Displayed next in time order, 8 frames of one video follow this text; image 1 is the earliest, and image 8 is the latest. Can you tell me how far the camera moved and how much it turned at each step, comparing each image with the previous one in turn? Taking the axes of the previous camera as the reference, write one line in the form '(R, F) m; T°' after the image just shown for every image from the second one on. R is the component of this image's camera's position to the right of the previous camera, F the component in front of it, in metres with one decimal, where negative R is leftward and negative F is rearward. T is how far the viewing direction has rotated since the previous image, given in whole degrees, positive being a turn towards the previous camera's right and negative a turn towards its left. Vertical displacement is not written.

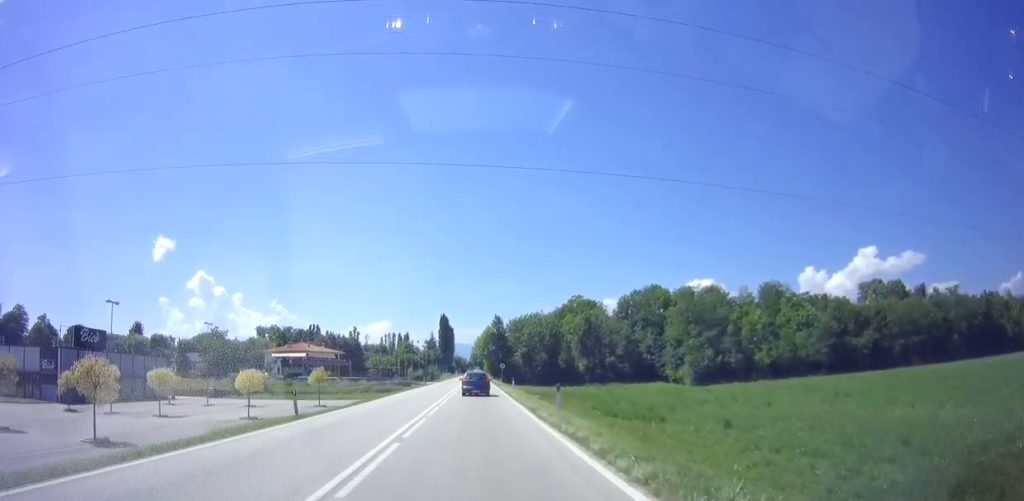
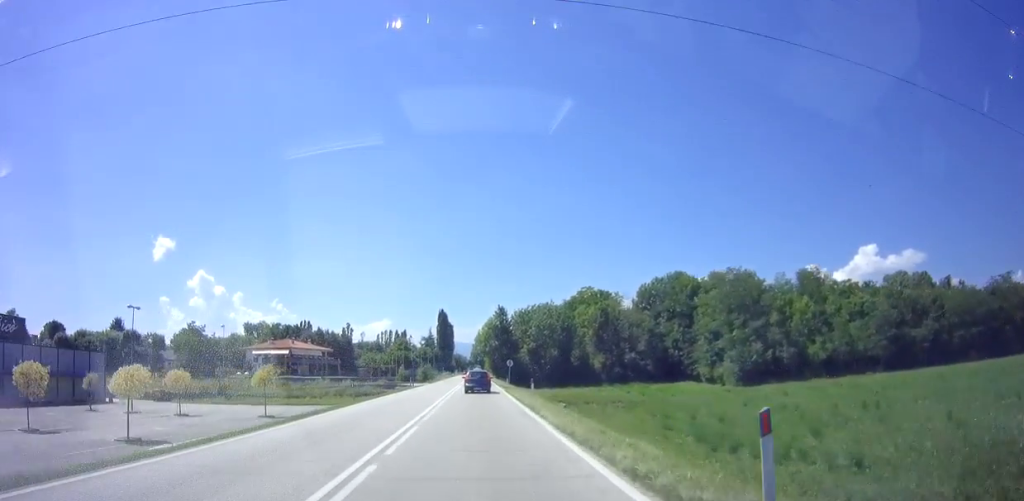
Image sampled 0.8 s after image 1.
(0.0, +13.5) m; +1°
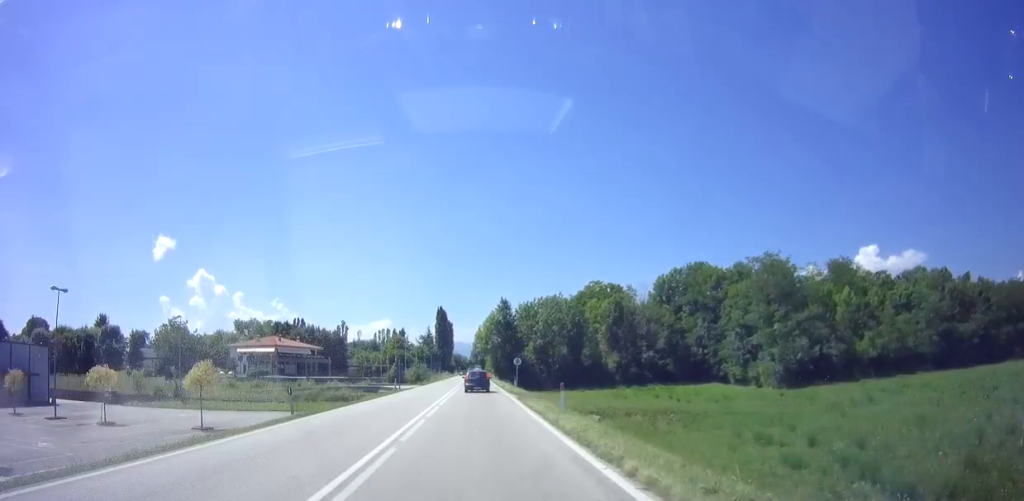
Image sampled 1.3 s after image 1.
(+0.2, +9.4) m; 0°
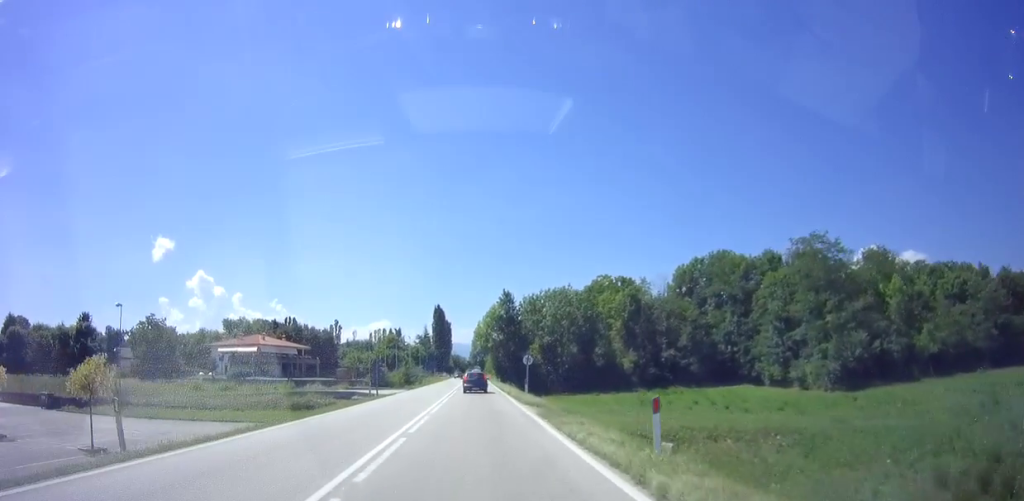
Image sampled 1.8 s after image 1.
(0.0, +9.3) m; 0°
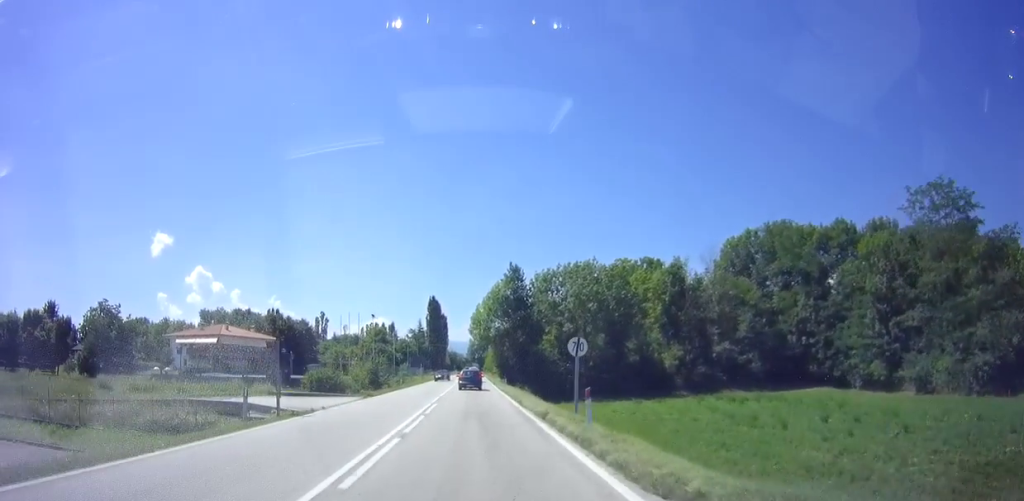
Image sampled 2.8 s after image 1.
(-0.3, +17.4) m; -1°
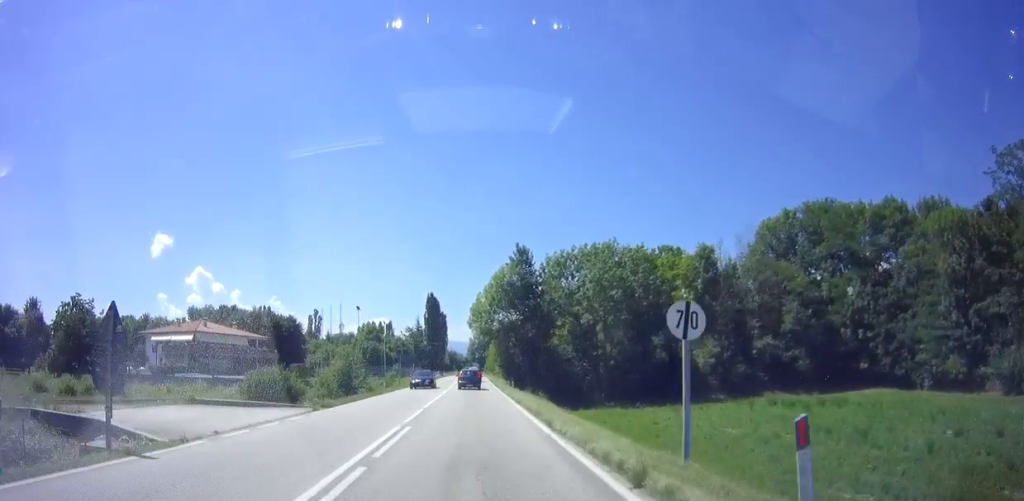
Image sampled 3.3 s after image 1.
(0.0, +8.6) m; 0°
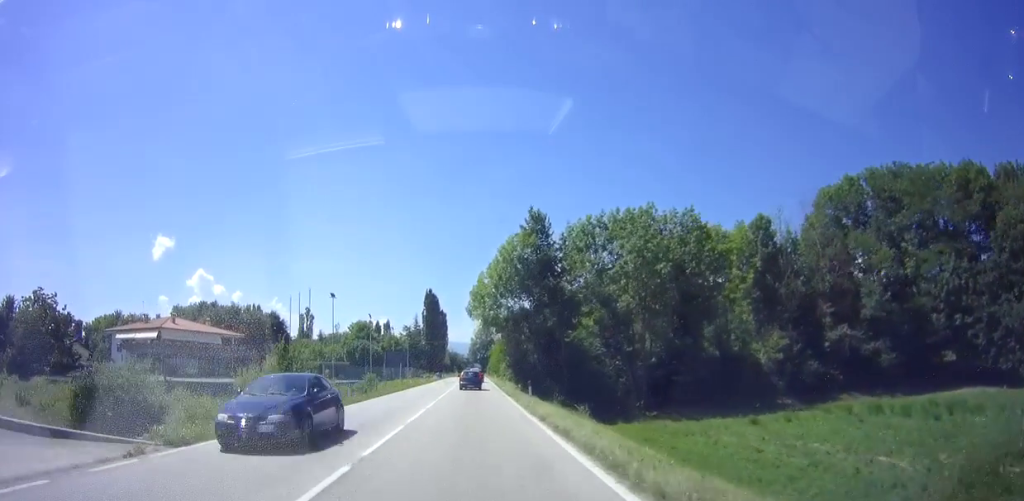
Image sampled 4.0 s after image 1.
(0.0, +10.9) m; 0°
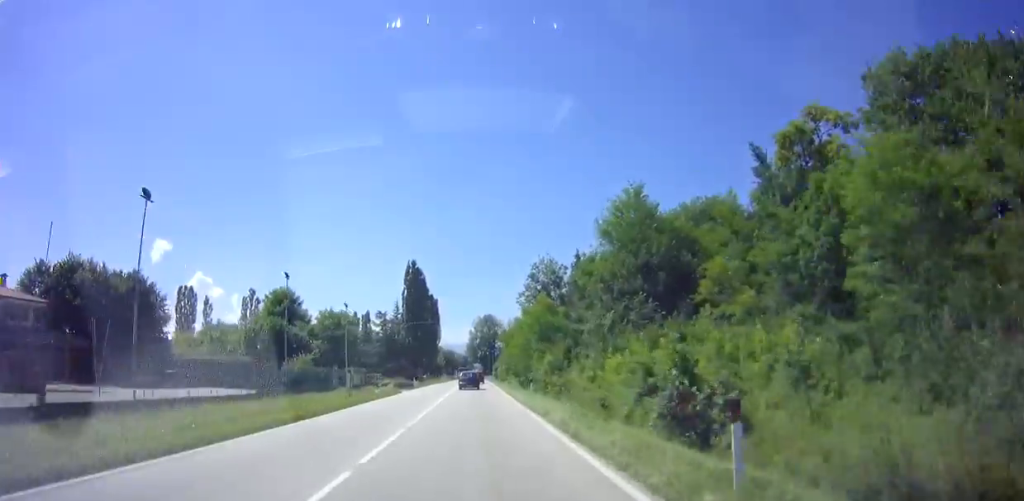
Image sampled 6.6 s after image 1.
(0.0, +45.7) m; +1°
